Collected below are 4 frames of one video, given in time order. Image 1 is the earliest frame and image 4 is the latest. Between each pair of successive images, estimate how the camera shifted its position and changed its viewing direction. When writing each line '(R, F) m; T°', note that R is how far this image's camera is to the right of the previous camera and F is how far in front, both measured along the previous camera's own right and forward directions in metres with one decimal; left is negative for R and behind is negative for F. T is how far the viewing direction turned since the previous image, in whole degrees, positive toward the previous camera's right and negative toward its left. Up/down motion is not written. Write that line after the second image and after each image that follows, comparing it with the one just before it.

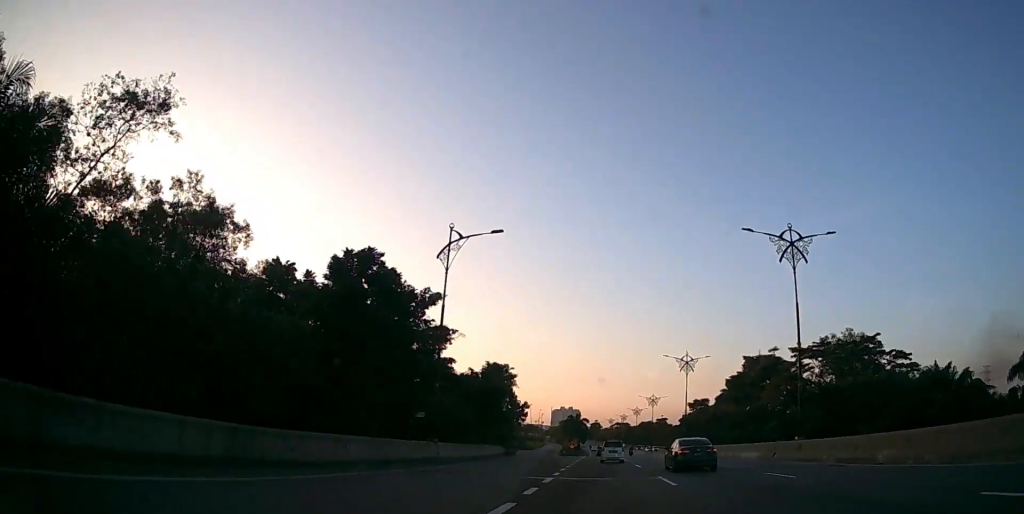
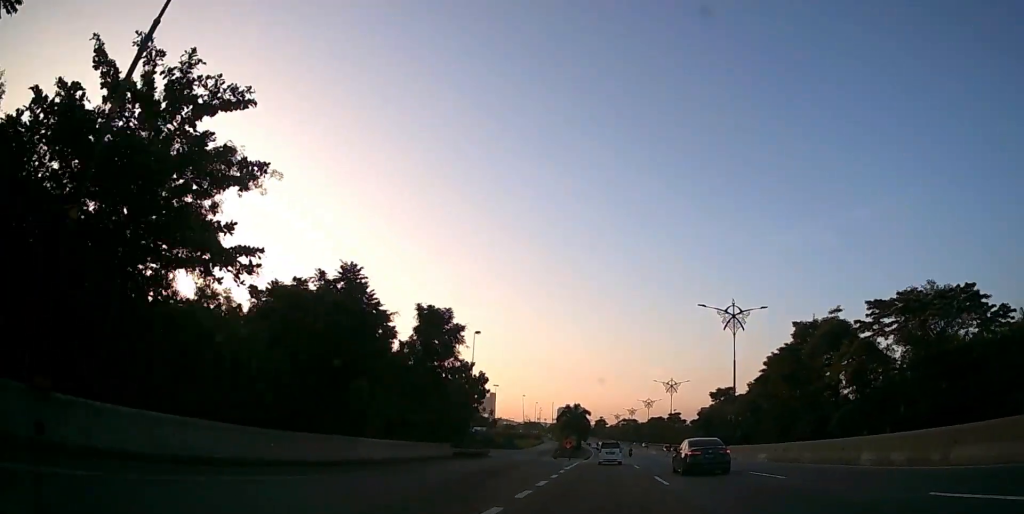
(-0.1, +24.7) m; 0°
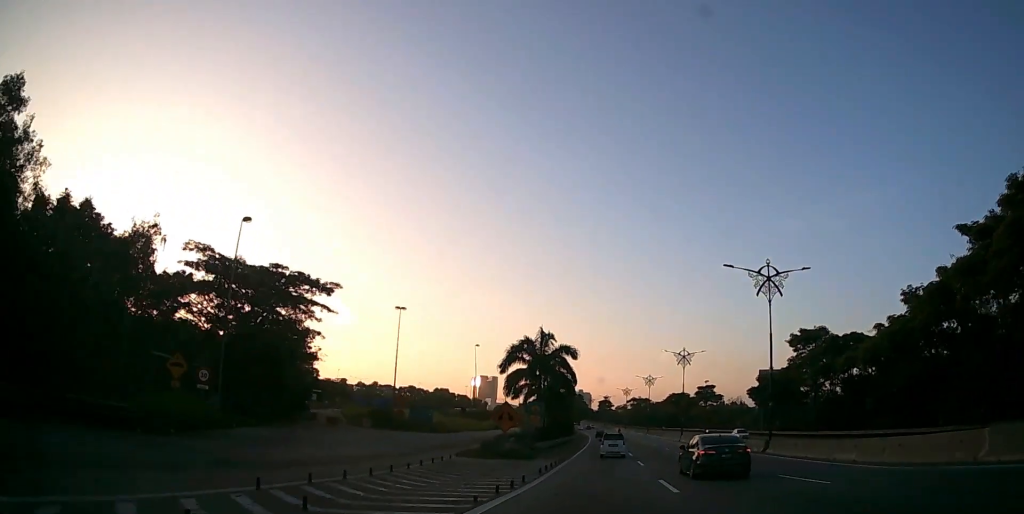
(-0.4, +54.9) m; -1°
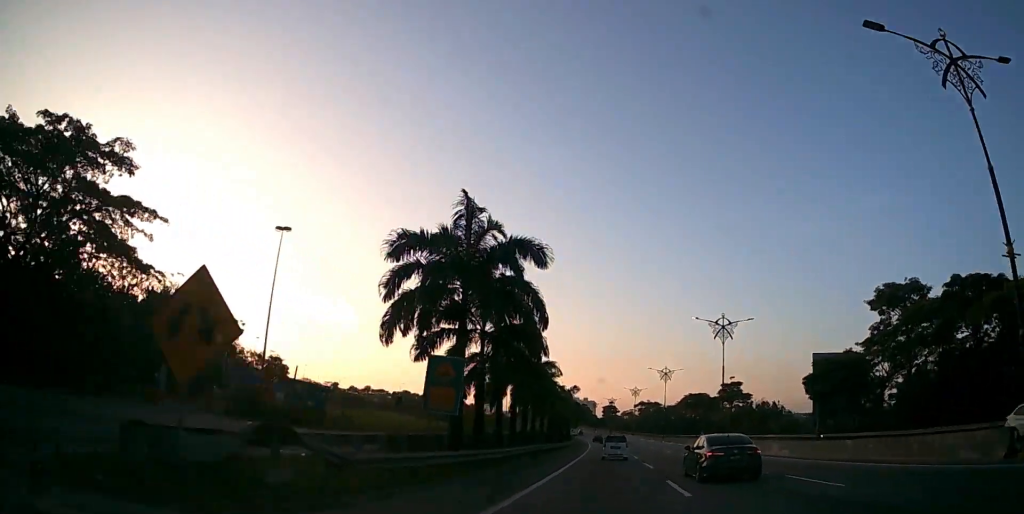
(-0.1, +24.8) m; 0°
